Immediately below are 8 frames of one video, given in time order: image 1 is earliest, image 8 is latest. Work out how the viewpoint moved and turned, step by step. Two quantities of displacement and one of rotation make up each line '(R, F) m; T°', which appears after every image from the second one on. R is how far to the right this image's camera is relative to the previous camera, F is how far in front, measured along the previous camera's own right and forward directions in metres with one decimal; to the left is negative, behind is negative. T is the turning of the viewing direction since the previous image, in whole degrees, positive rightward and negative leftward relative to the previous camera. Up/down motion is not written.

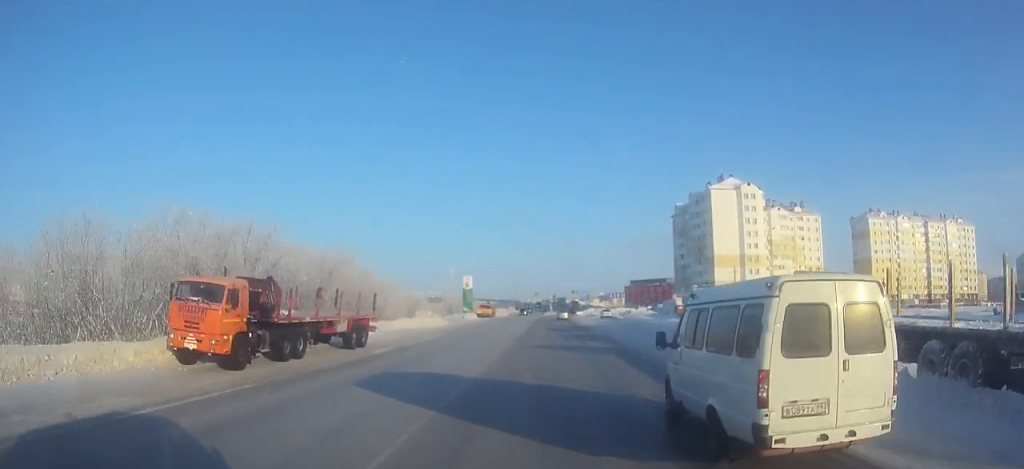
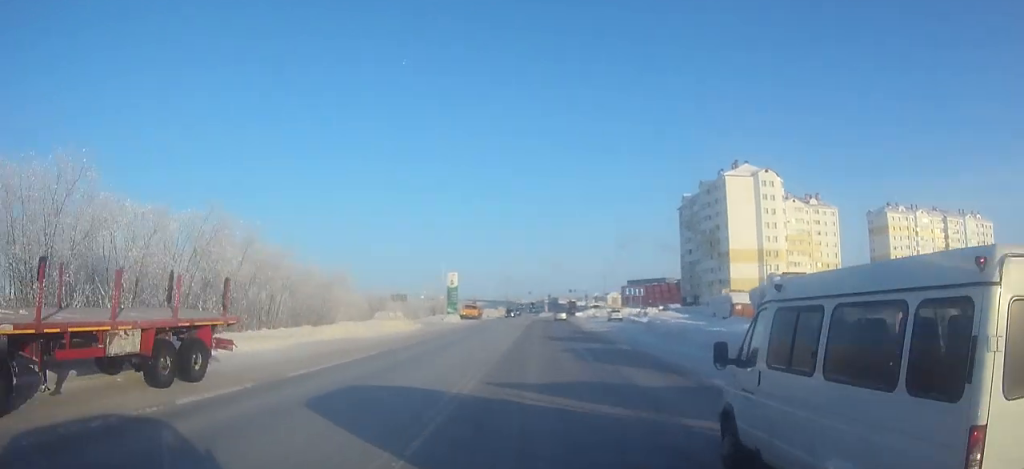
(+0.1, +15.8) m; 0°
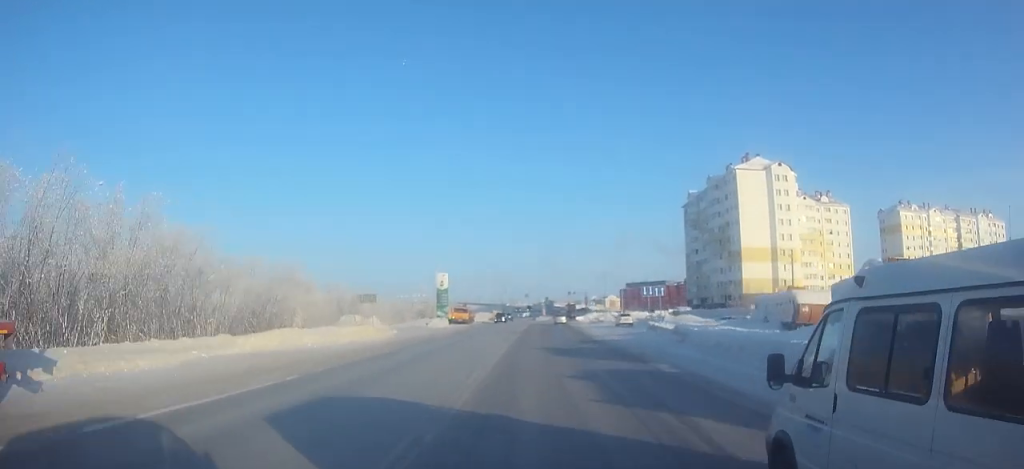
(0.0, +9.4) m; 0°
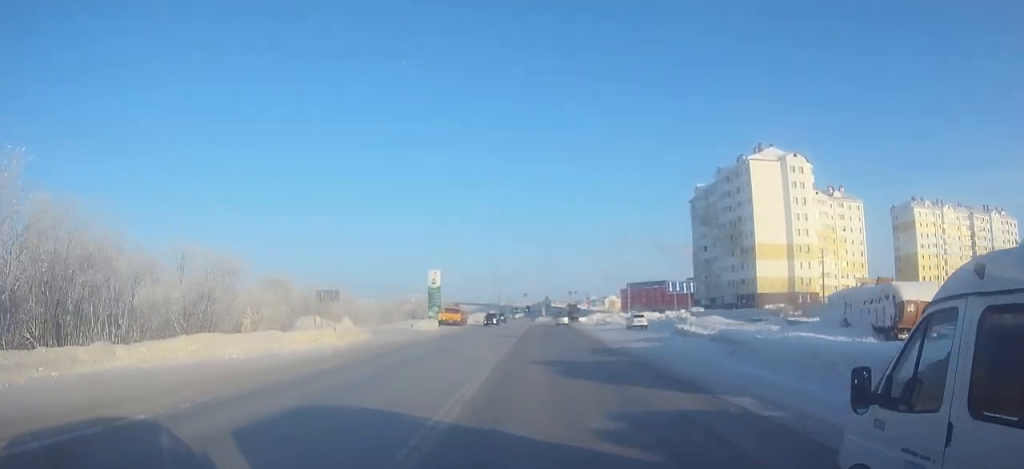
(0.0, +8.2) m; 0°
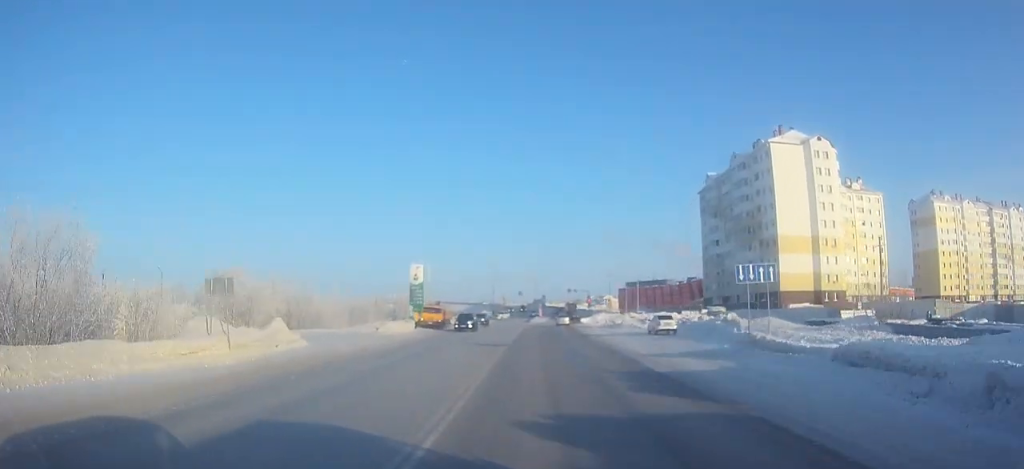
(0.0, +12.3) m; 0°
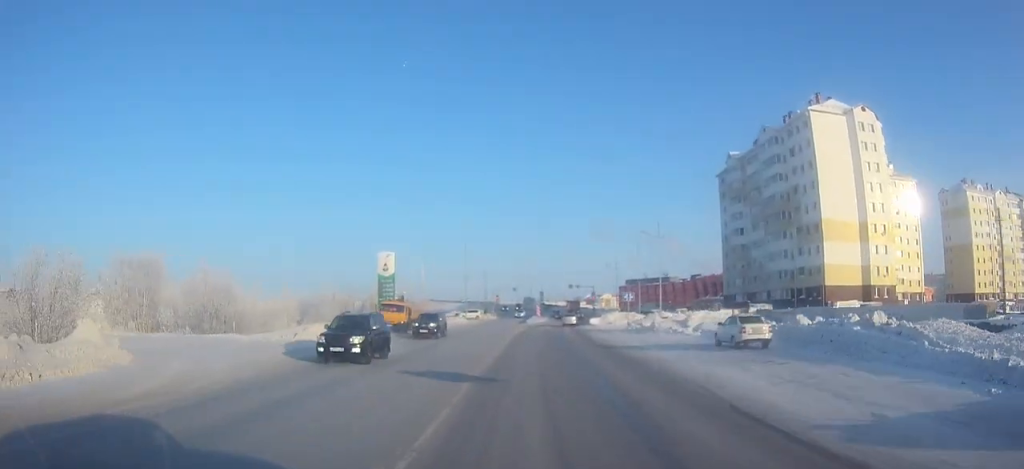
(0.0, +16.7) m; 0°
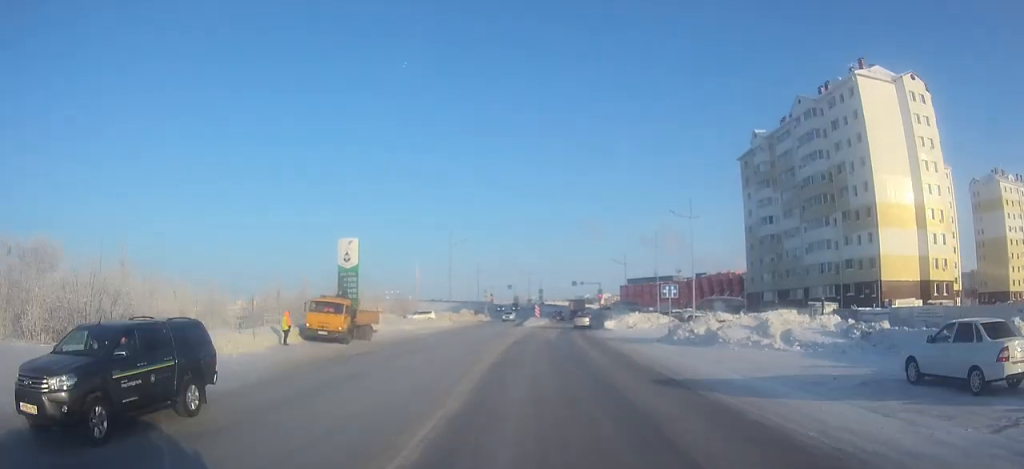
(0.0, +14.4) m; 0°
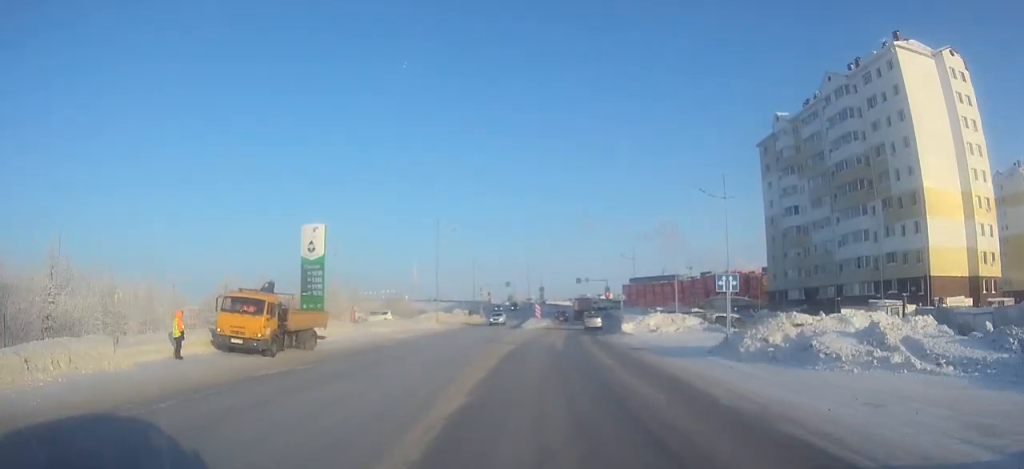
(0.0, +9.5) m; 0°
